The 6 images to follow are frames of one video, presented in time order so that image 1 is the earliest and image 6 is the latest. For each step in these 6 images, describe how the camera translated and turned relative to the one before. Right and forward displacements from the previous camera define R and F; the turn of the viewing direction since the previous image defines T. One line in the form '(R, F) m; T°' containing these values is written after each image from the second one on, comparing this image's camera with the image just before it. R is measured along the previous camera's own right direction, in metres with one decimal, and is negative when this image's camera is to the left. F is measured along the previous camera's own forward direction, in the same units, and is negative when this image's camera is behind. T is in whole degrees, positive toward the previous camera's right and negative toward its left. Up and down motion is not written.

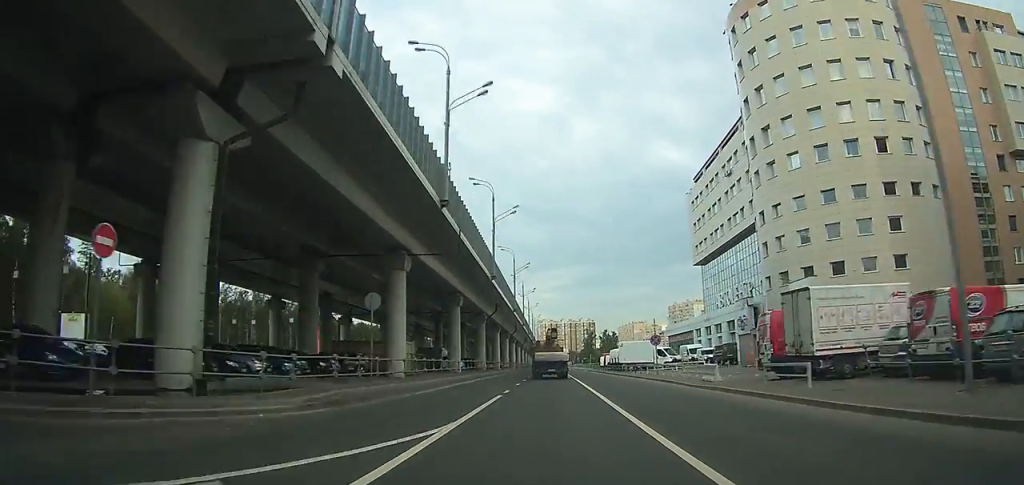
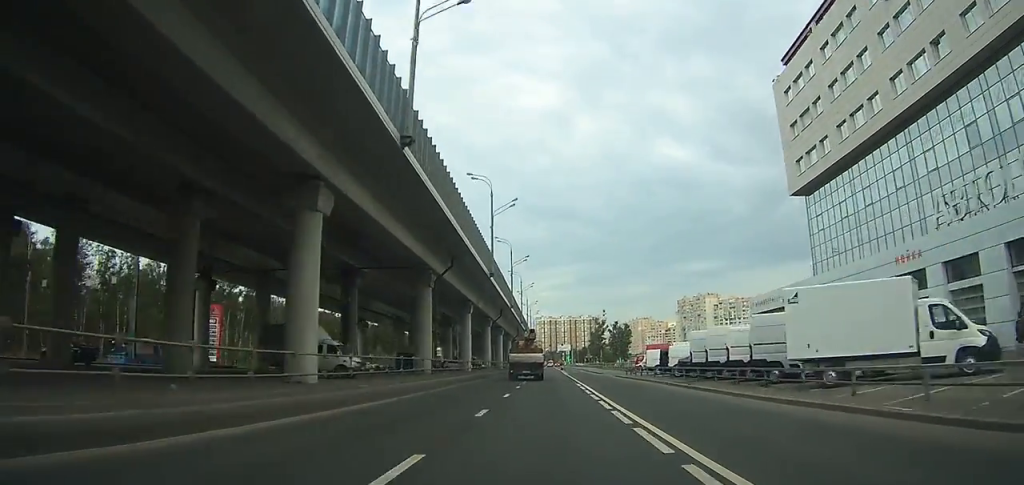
(-0.7, +41.0) m; -1°
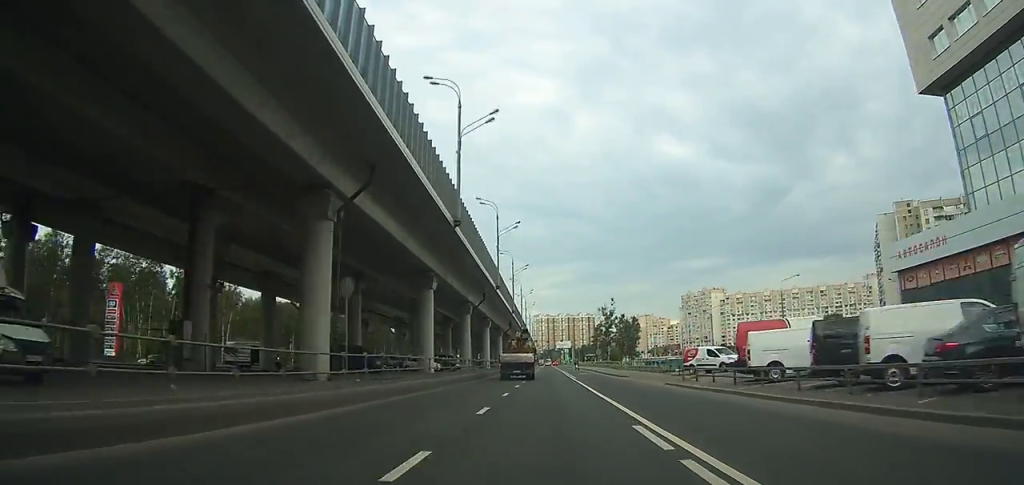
(+0.1, +24.9) m; +2°
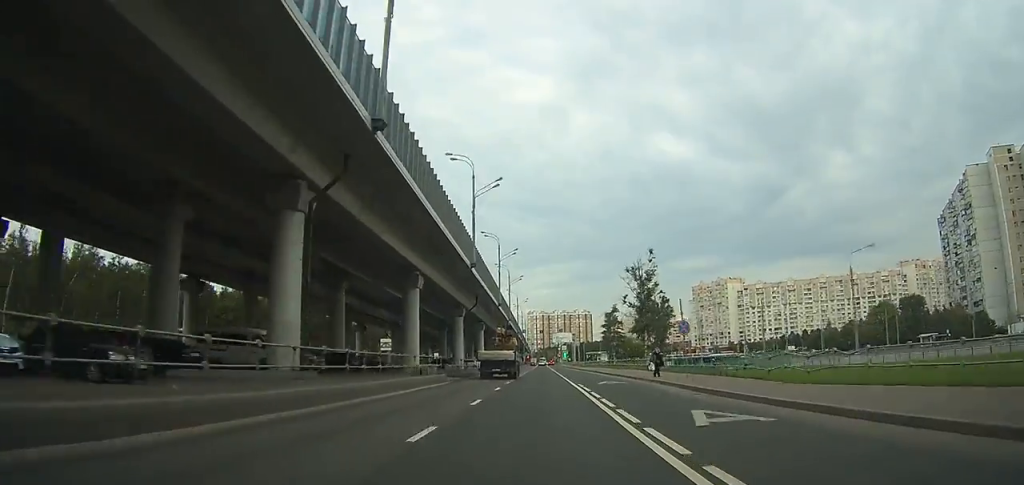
(+1.8, +54.0) m; +3°
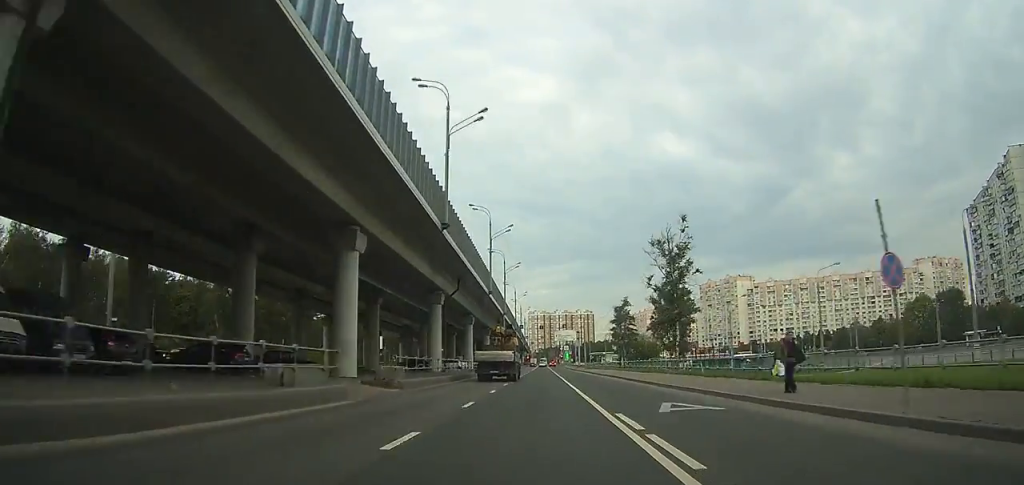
(+0.1, +16.6) m; 0°
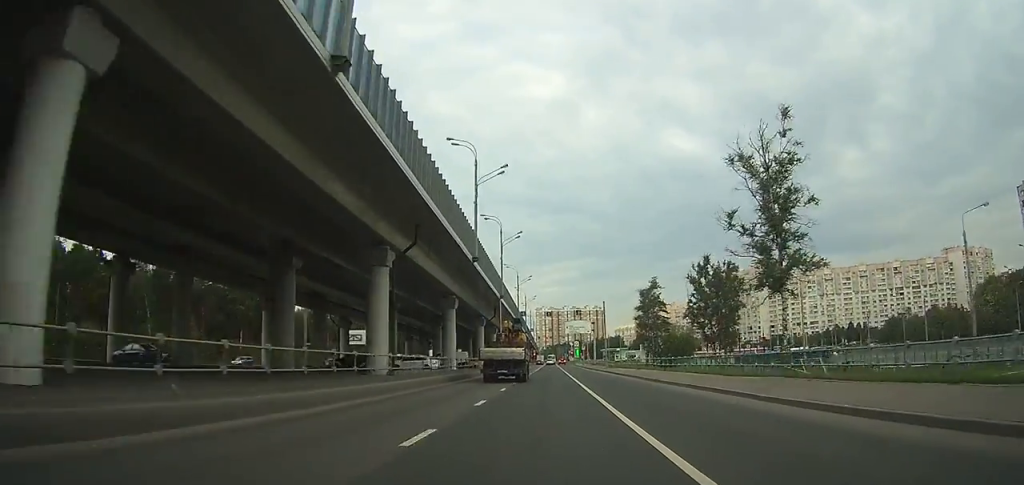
(+0.1, +22.7) m; 0°
